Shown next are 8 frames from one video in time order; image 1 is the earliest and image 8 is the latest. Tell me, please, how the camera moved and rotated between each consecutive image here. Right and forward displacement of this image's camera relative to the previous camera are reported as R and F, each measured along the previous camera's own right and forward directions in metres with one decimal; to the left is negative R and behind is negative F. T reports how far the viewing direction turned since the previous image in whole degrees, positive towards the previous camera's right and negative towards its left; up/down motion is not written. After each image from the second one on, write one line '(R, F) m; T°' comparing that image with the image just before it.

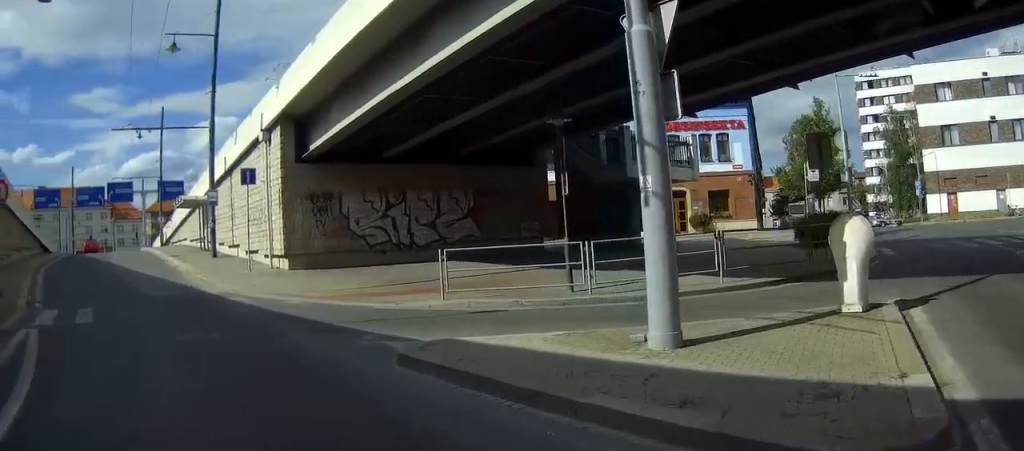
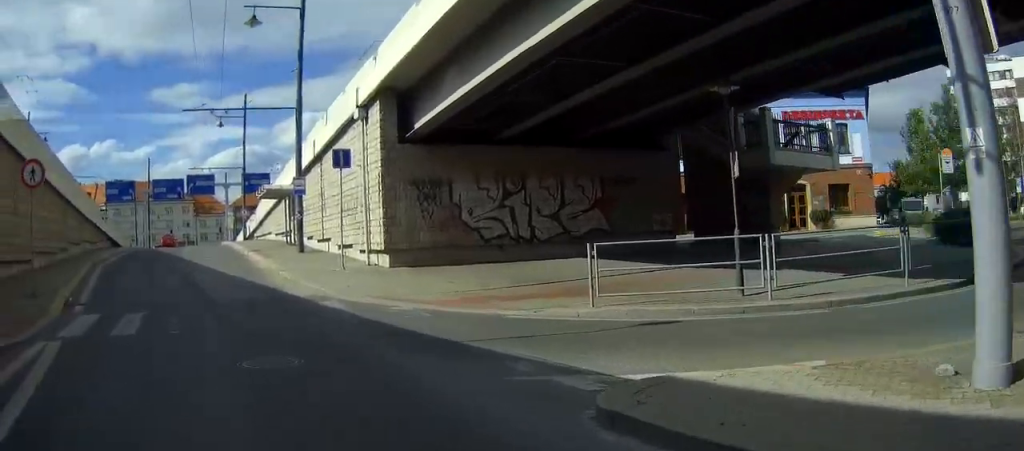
(-0.7, +3.6) m; -11°
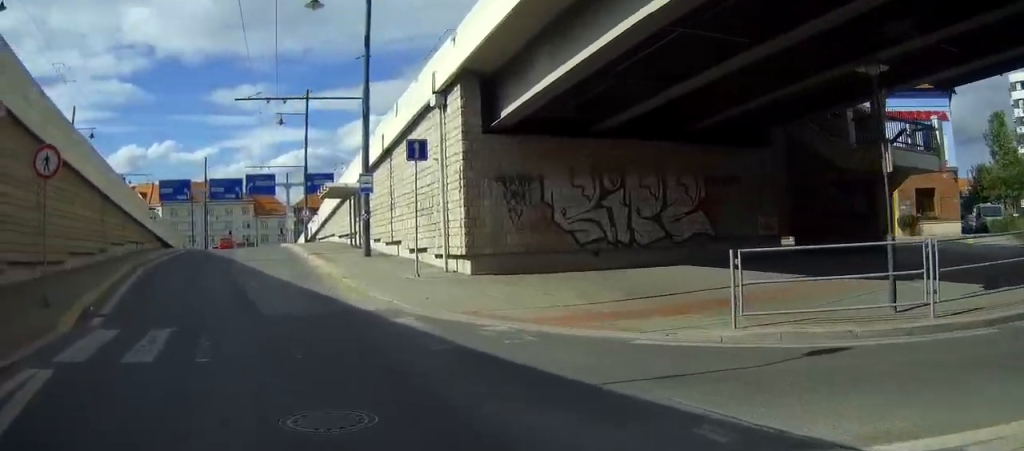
(-0.2, +3.0) m; -8°
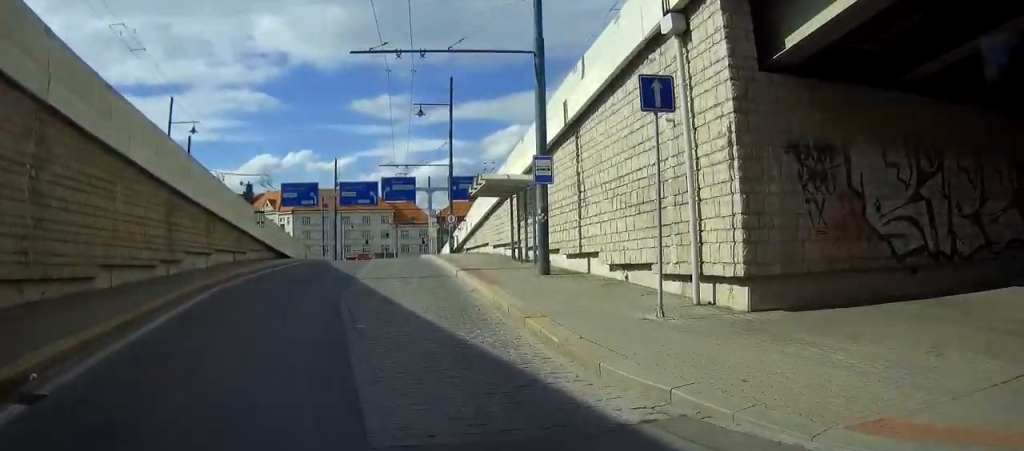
(-1.1, +10.1) m; -13°
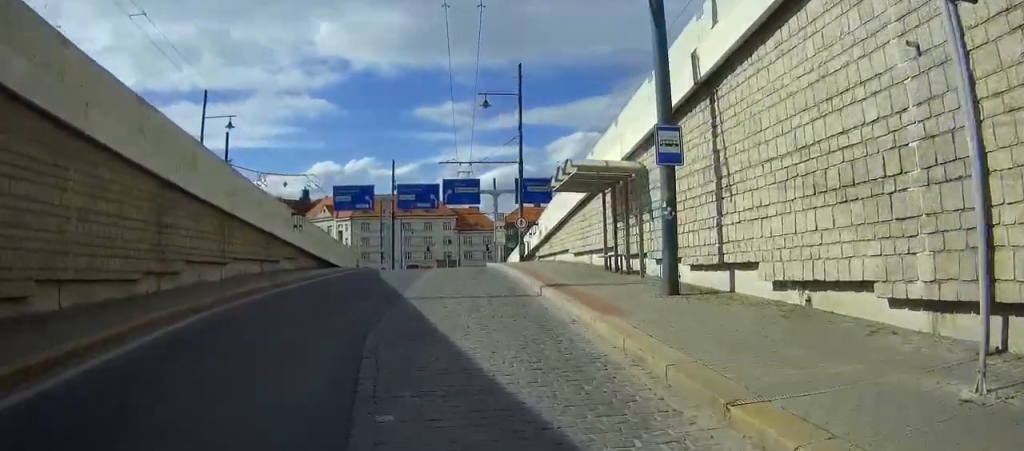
(-0.4, +7.2) m; -9°
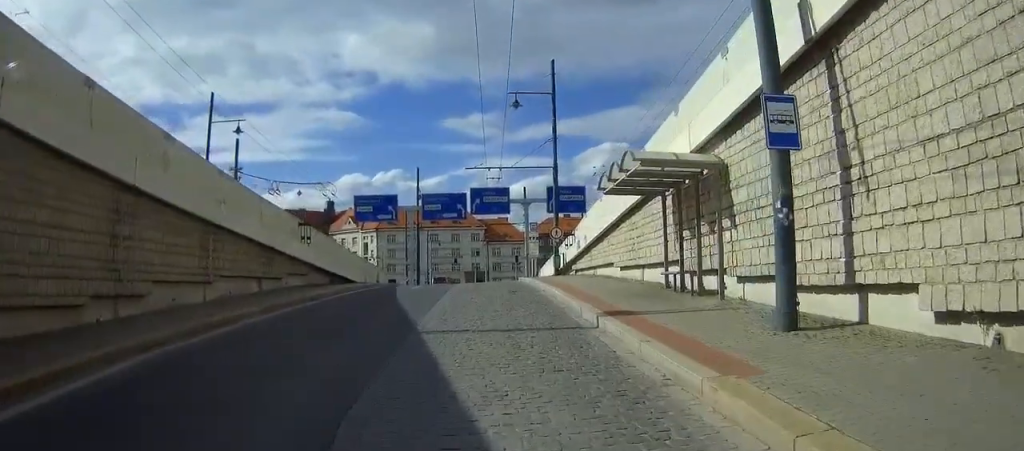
(-0.5, +4.5) m; -2°
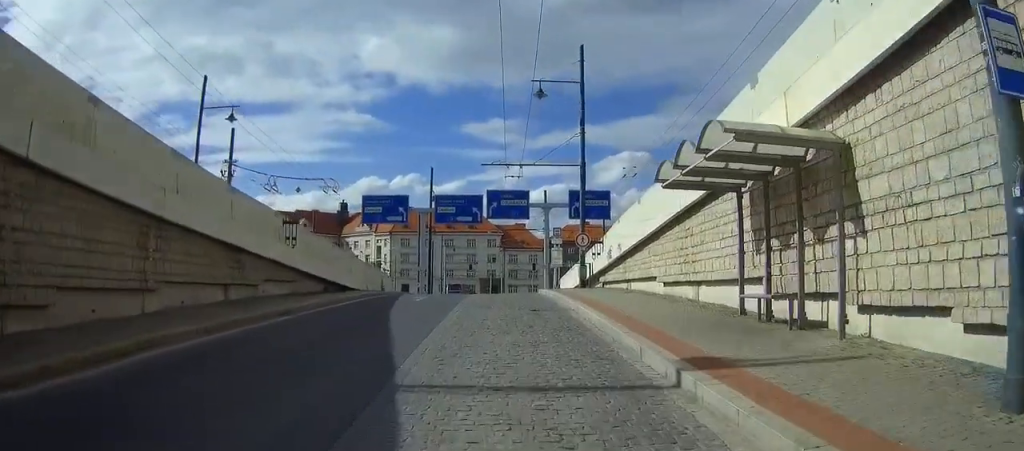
(-0.3, +5.4) m; -2°
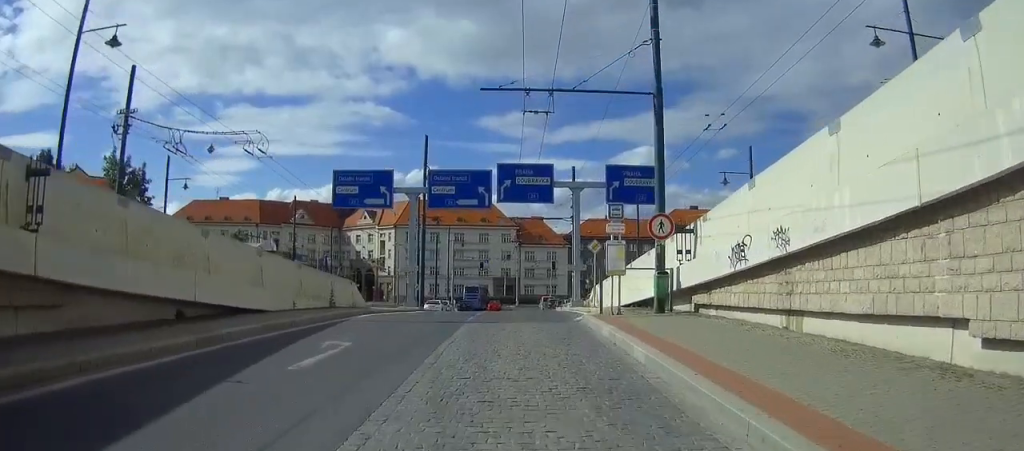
(-0.2, +17.5) m; -13°
